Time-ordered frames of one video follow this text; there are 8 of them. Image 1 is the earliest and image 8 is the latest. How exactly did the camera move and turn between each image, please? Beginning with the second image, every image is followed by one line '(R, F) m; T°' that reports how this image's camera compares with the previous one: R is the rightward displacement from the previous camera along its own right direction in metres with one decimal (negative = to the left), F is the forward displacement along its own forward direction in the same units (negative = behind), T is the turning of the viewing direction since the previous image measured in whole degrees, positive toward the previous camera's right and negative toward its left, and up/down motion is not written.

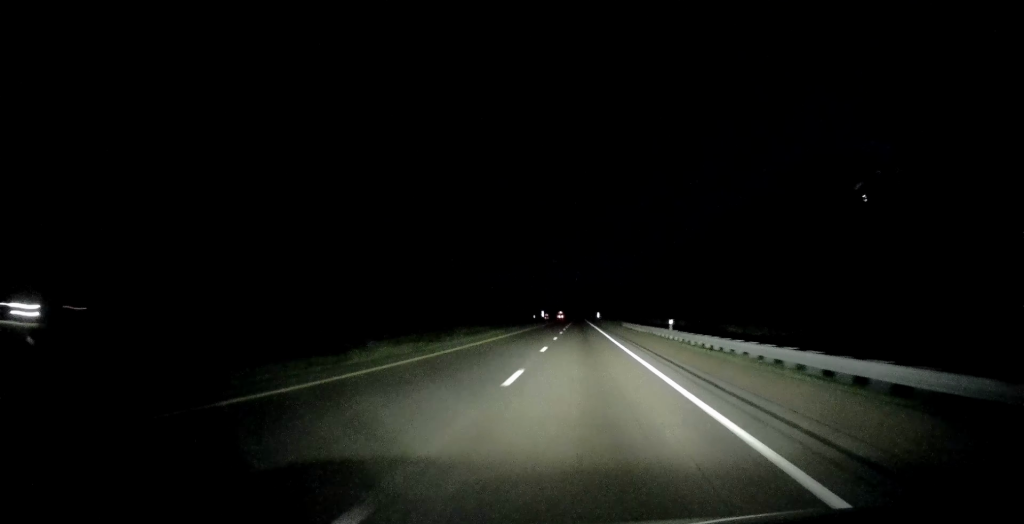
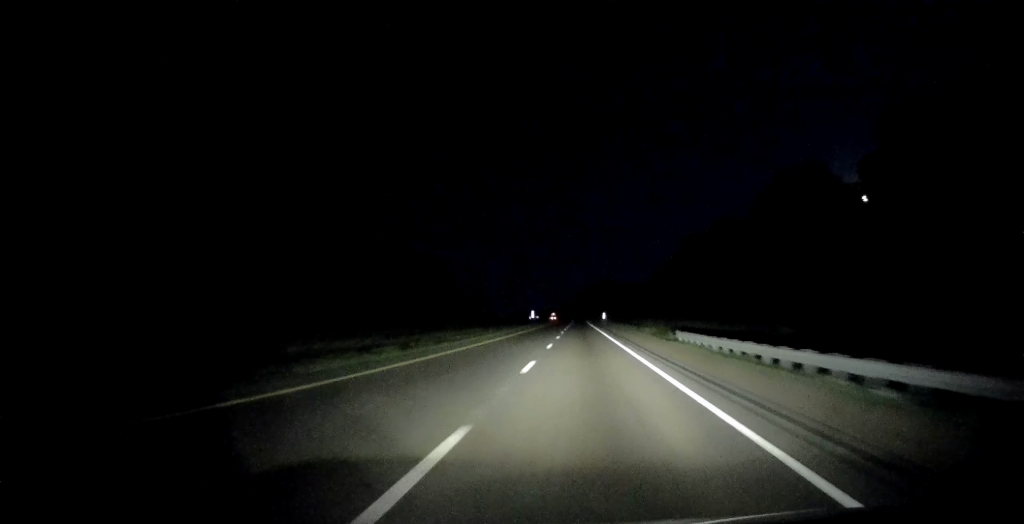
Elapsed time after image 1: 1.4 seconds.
(+0.6, +45.0) m; +1°
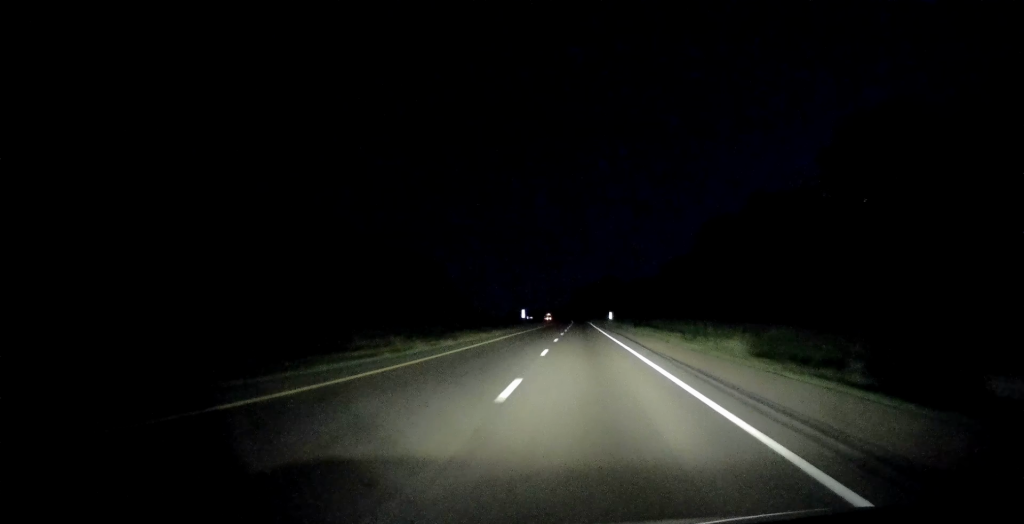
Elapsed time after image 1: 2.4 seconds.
(-0.2, +29.3) m; -1°
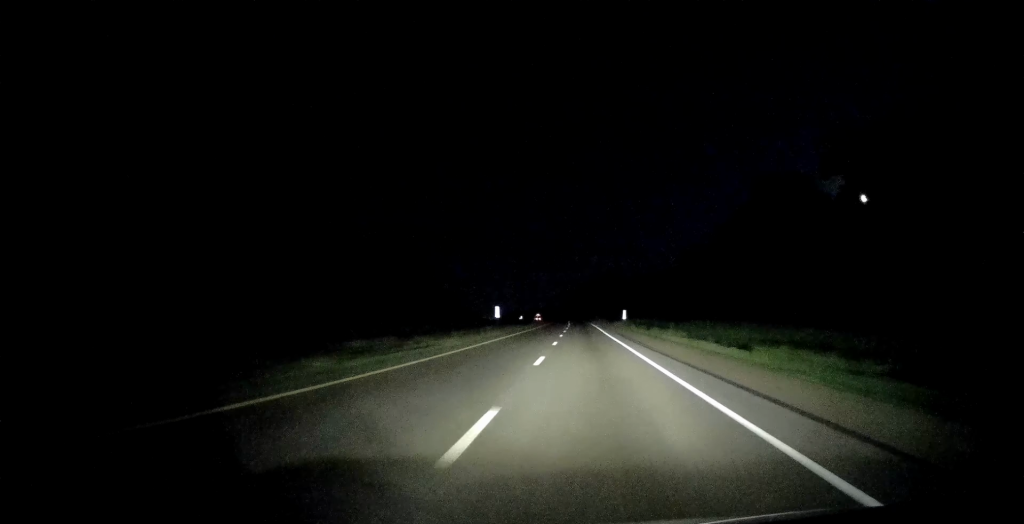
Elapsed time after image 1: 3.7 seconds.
(-0.3, +40.7) m; 0°
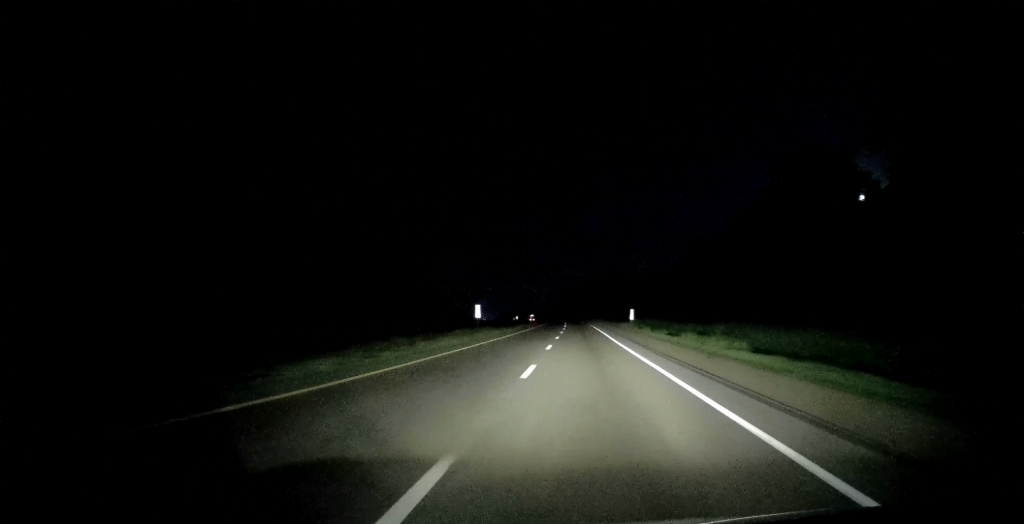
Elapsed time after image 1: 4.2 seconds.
(0.0, +15.7) m; 0°
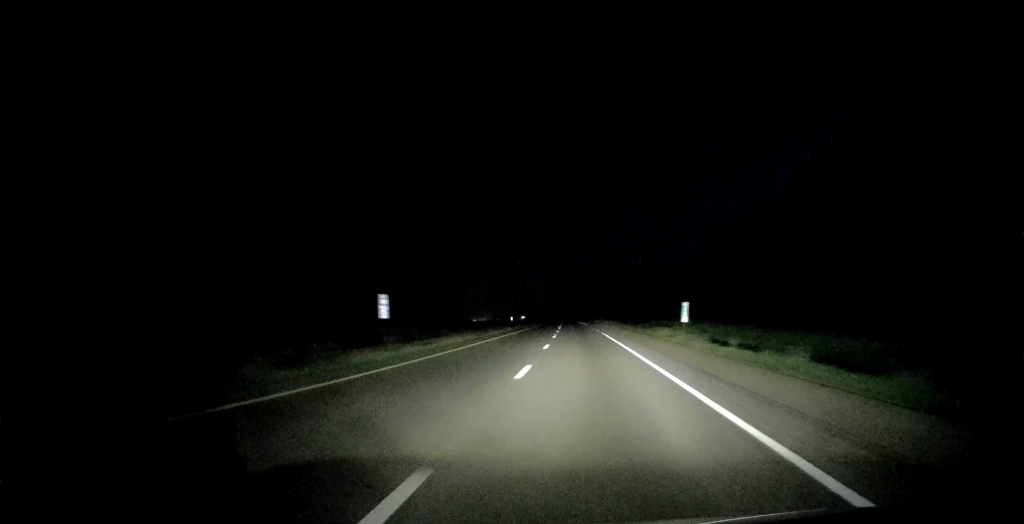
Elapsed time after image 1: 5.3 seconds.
(0.0, +36.5) m; 0°
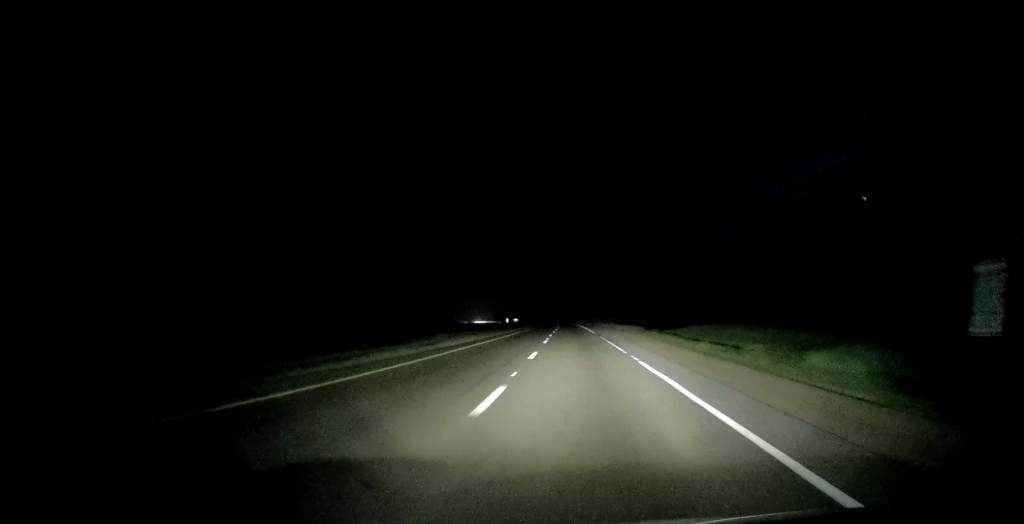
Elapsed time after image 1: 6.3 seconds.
(0.0, +29.3) m; 0°
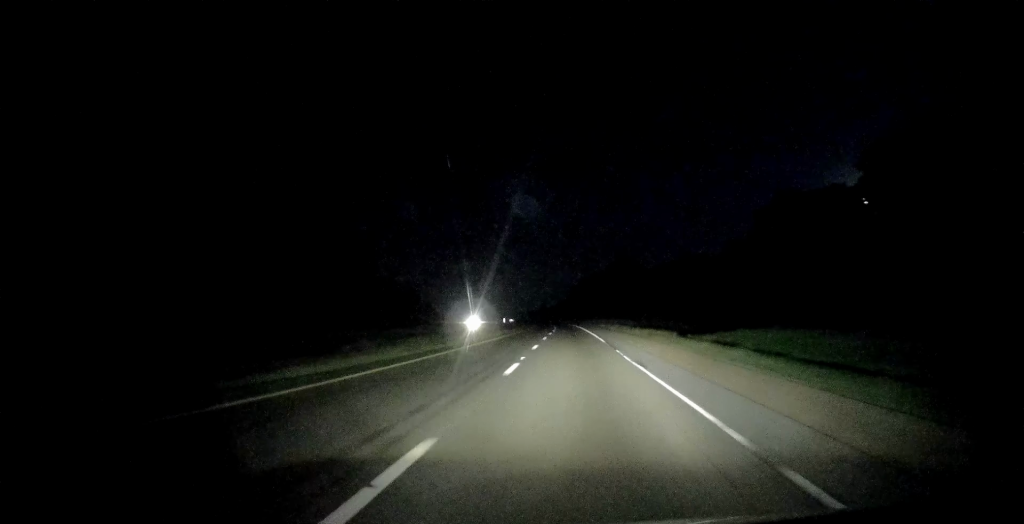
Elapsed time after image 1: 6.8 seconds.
(0.0, +17.8) m; 0°
